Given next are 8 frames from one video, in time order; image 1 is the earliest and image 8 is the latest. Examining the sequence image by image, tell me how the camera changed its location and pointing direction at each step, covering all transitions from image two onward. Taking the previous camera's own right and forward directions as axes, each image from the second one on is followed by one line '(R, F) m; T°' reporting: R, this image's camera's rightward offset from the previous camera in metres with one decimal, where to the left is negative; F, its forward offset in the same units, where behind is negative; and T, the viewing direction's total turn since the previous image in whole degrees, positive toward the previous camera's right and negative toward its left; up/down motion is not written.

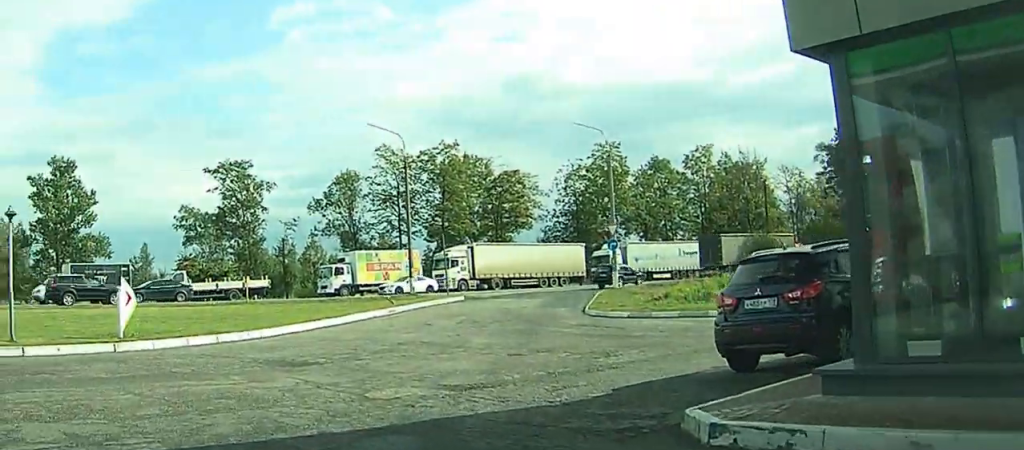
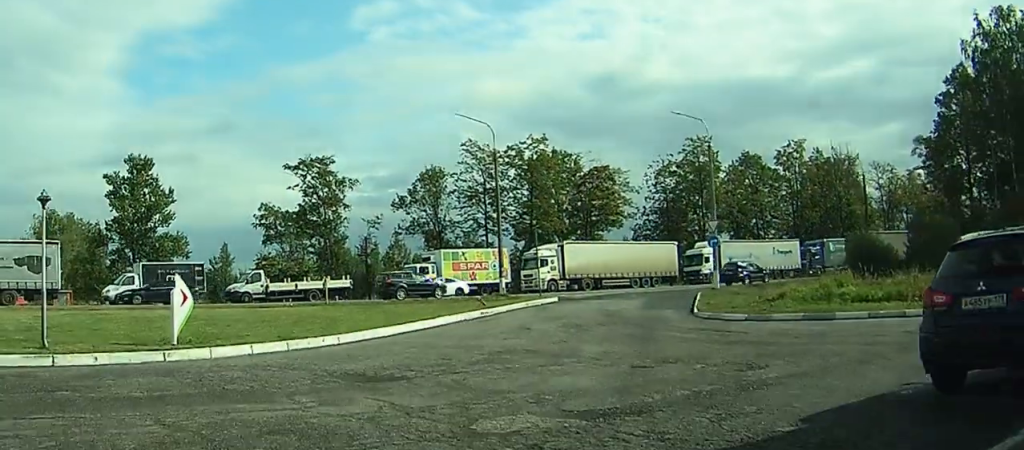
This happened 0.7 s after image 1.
(0.0, +2.9) m; -2°
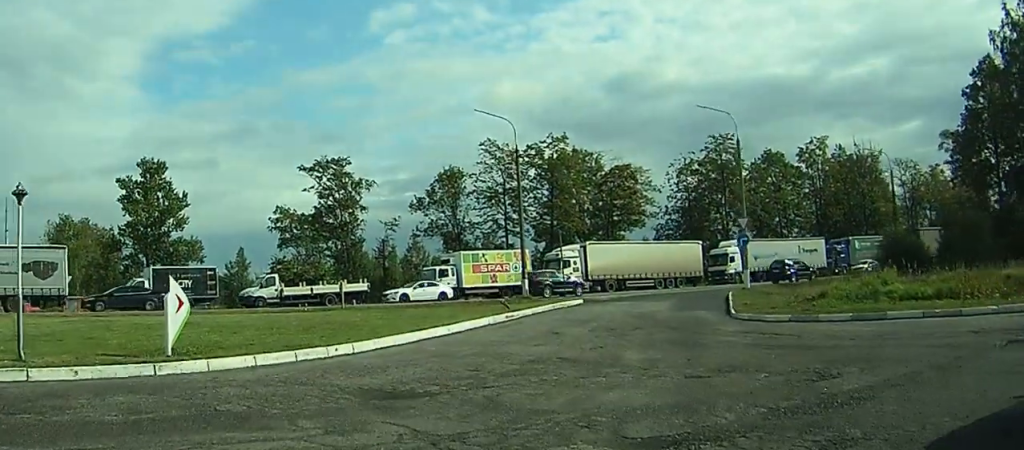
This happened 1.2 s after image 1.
(0.0, +1.8) m; +1°
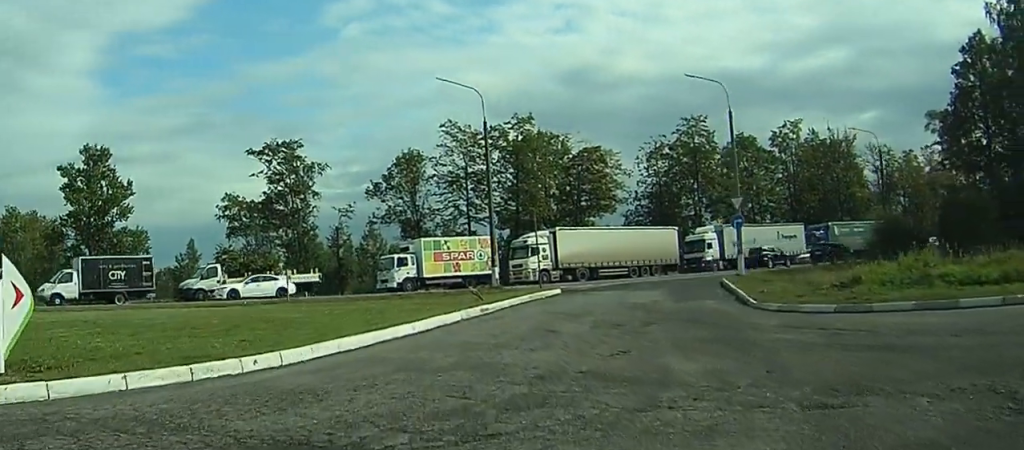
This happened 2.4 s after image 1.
(+0.4, +5.5) m; +13°
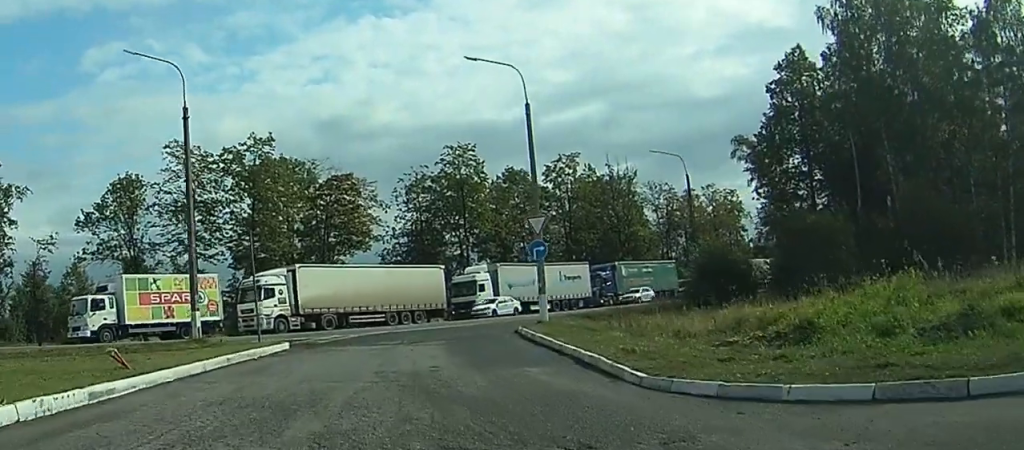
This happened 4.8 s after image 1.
(+1.5, +13.2) m; +12°
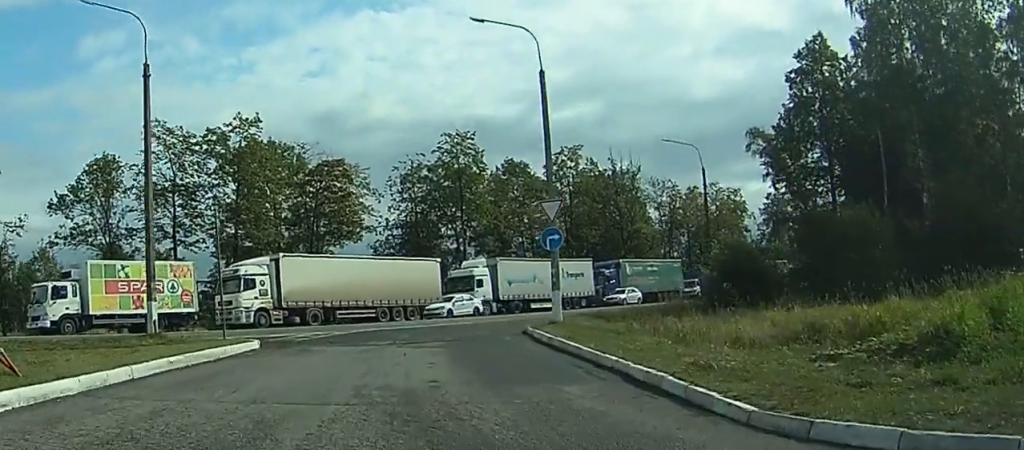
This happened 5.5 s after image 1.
(+0.4, +1.1) m; -7°
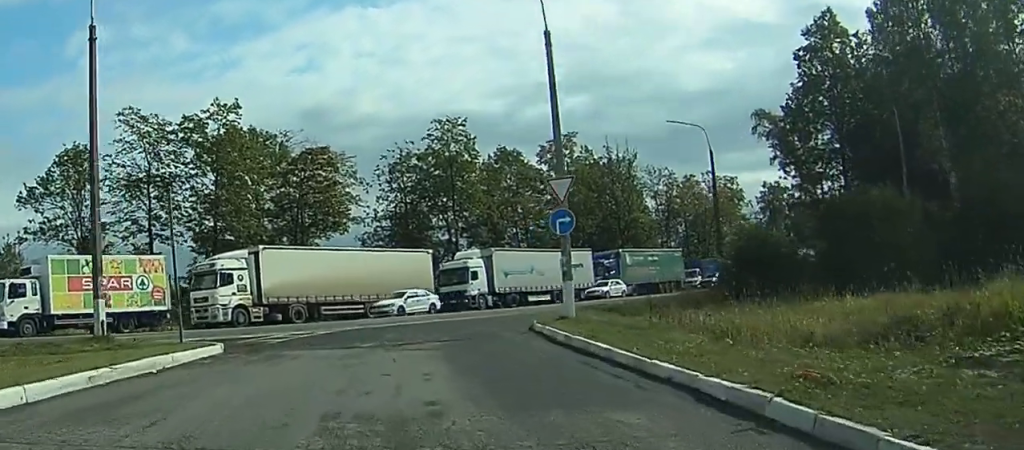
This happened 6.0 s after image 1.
(+0.2, +1.1) m; -7°
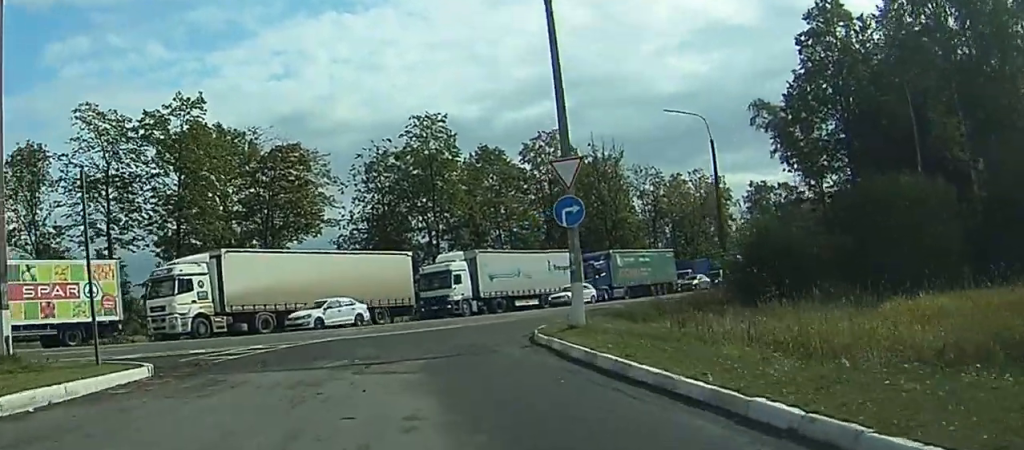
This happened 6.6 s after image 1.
(-0.6, +5.7) m; -3°
